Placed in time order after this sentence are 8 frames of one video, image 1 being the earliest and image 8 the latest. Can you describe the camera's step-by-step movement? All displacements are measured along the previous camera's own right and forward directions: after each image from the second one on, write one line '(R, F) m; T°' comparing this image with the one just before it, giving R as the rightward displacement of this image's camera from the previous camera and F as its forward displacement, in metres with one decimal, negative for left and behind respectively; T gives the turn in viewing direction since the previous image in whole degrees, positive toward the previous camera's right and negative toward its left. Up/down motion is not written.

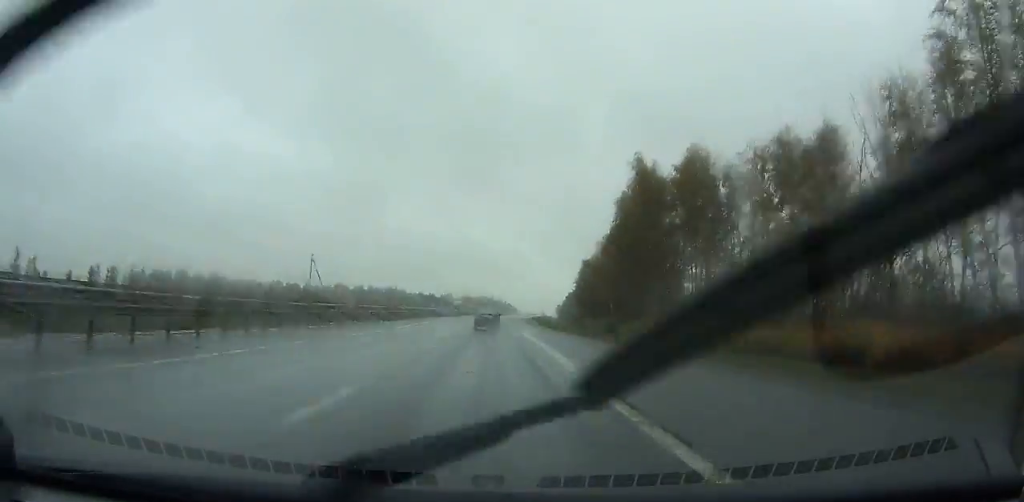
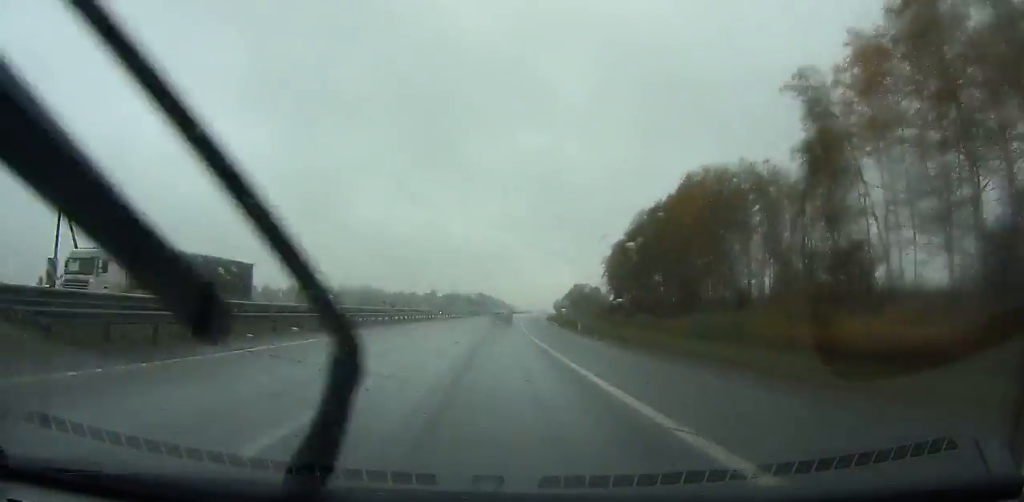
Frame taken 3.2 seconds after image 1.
(-1.4, +85.6) m; 0°
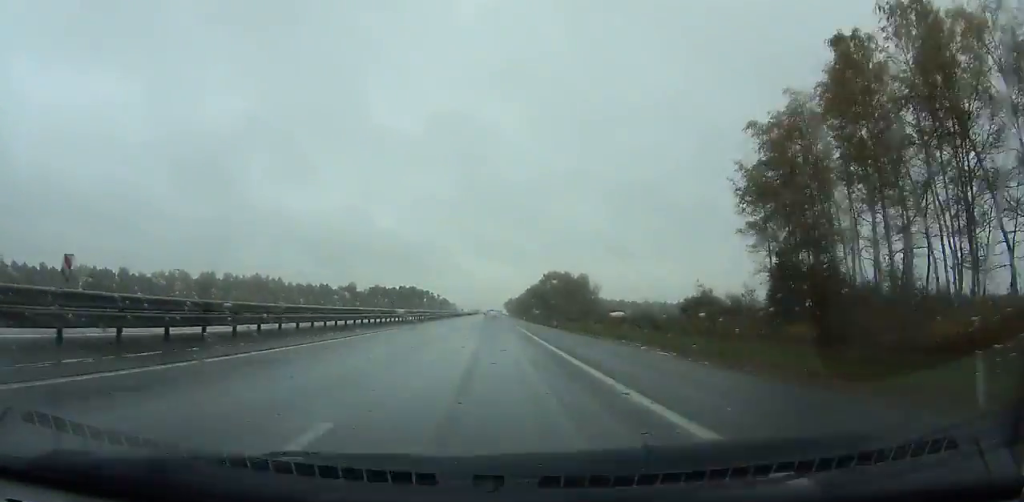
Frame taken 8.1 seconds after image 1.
(+4.2, +133.4) m; +3°
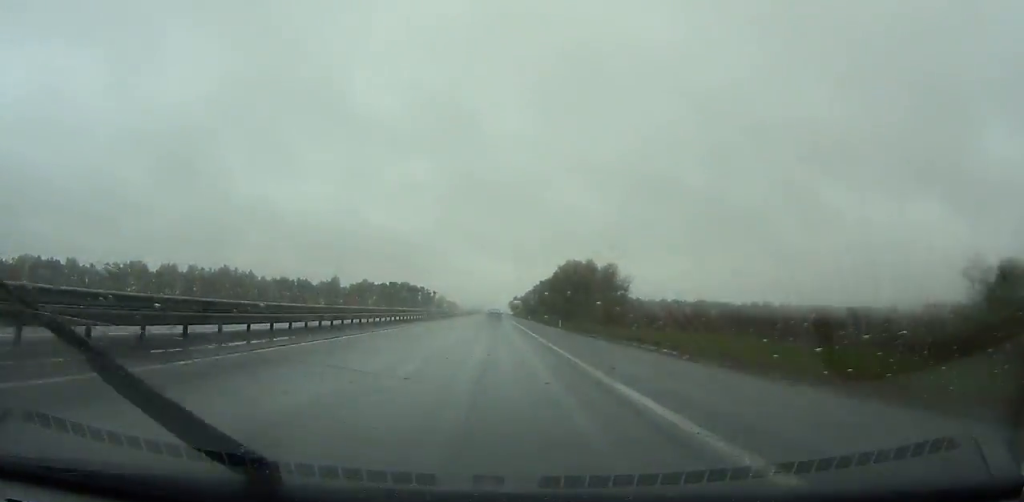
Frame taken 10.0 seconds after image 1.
(+0.4, +53.1) m; 0°
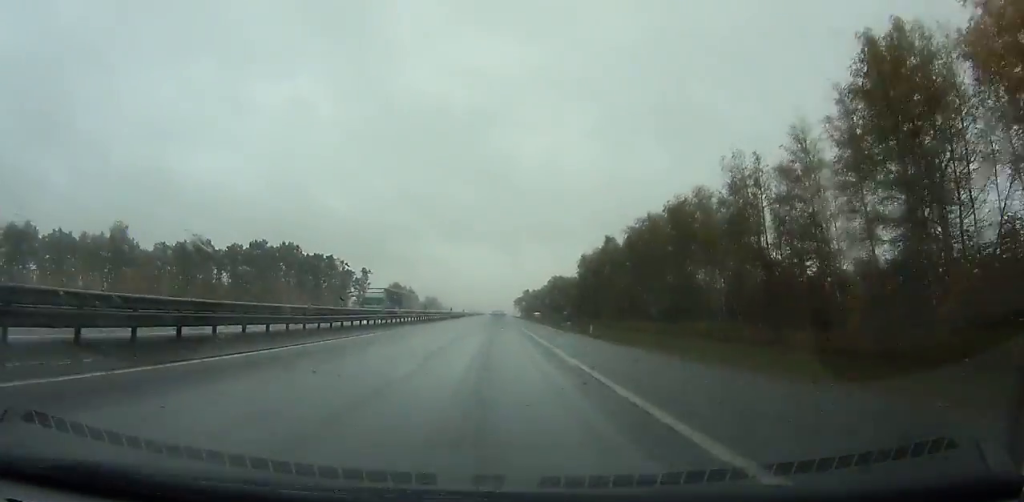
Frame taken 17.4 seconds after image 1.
(0.0, +214.3) m; 0°
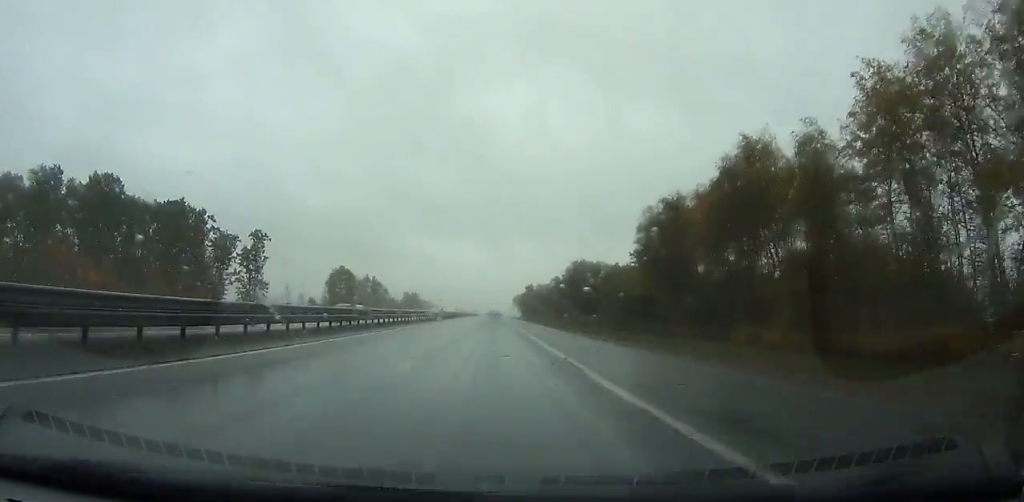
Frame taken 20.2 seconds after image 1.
(-0.1, +83.3) m; 0°
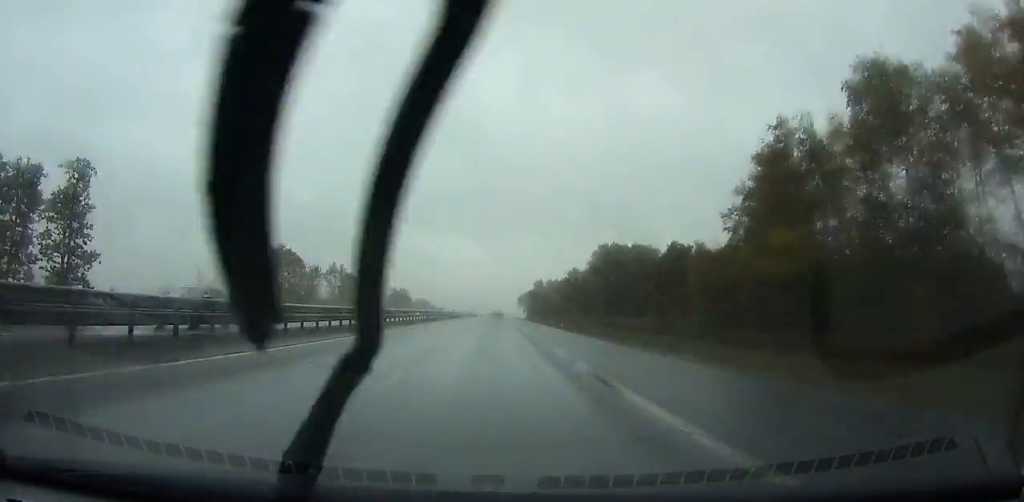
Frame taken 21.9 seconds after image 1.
(0.0, +51.0) m; 0°
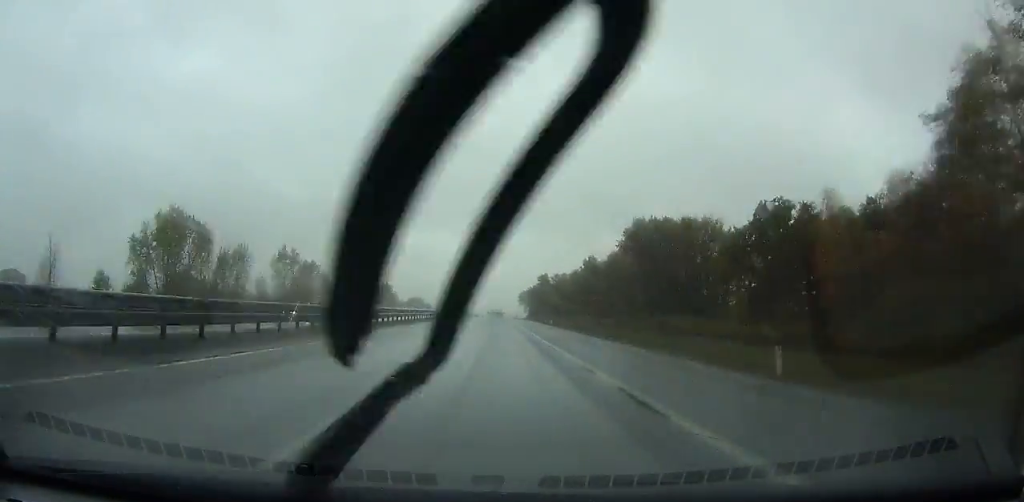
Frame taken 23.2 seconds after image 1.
(0.0, +39.0) m; 0°
